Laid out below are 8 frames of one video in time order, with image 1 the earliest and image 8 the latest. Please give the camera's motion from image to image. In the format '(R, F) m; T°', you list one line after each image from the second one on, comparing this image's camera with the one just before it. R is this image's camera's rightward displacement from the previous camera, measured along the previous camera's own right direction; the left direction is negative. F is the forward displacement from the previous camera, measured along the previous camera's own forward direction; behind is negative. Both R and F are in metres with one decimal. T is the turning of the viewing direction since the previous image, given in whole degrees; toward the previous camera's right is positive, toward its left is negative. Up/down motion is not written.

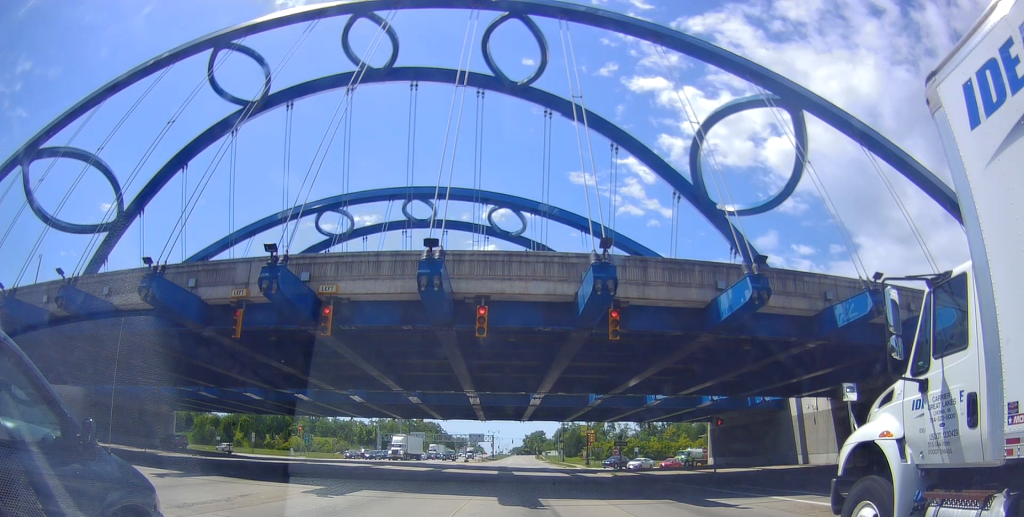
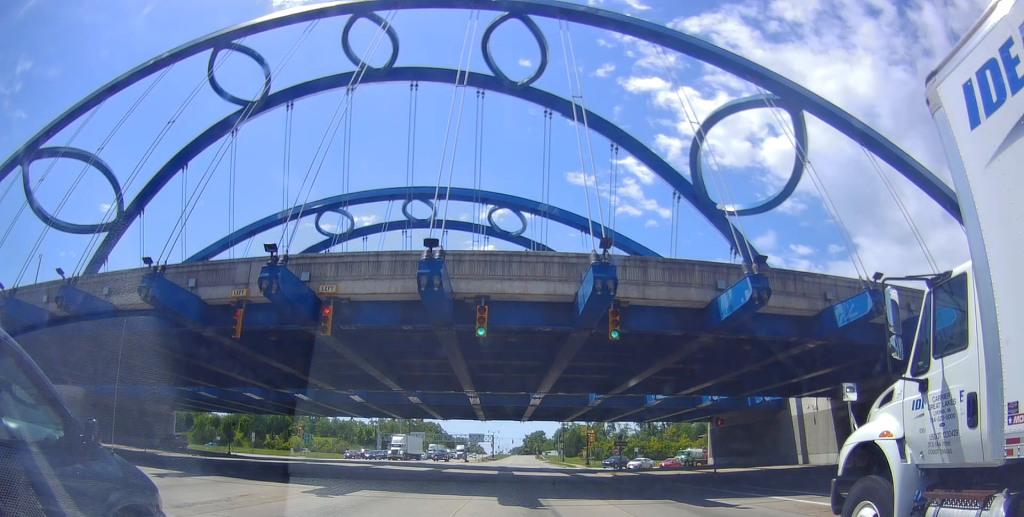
(+0.1, +0.3) m; 0°
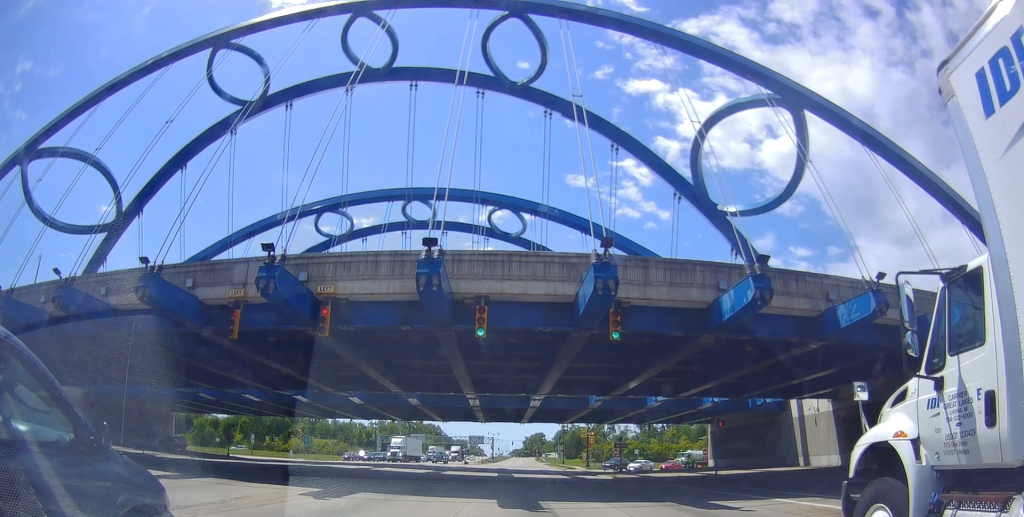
(0.0, 0.0) m; 0°
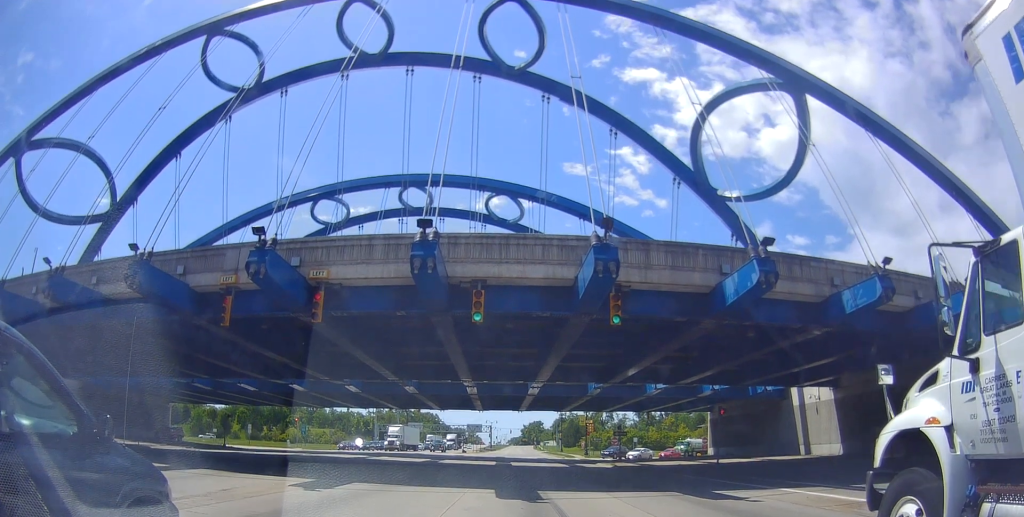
(0.0, 0.0) m; 0°
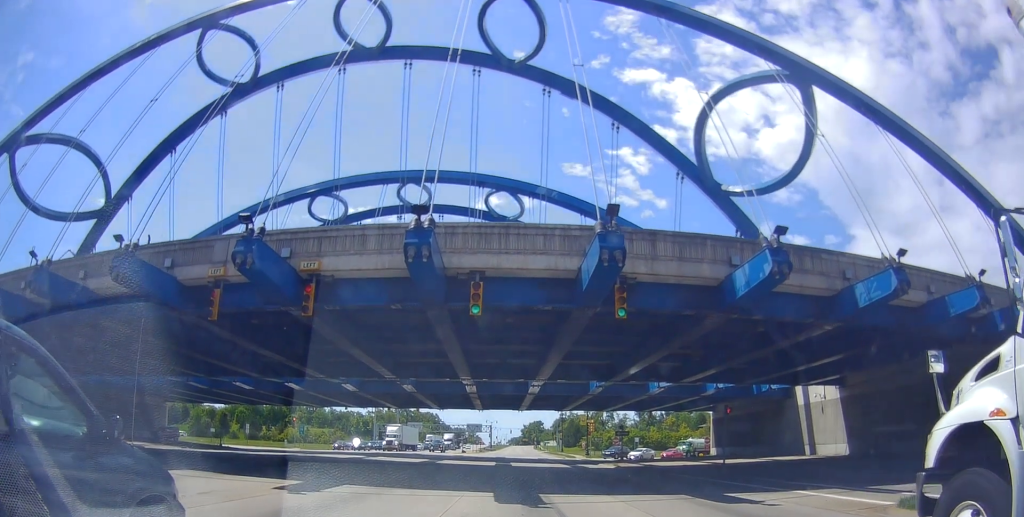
(0.0, +0.1) m; 0°
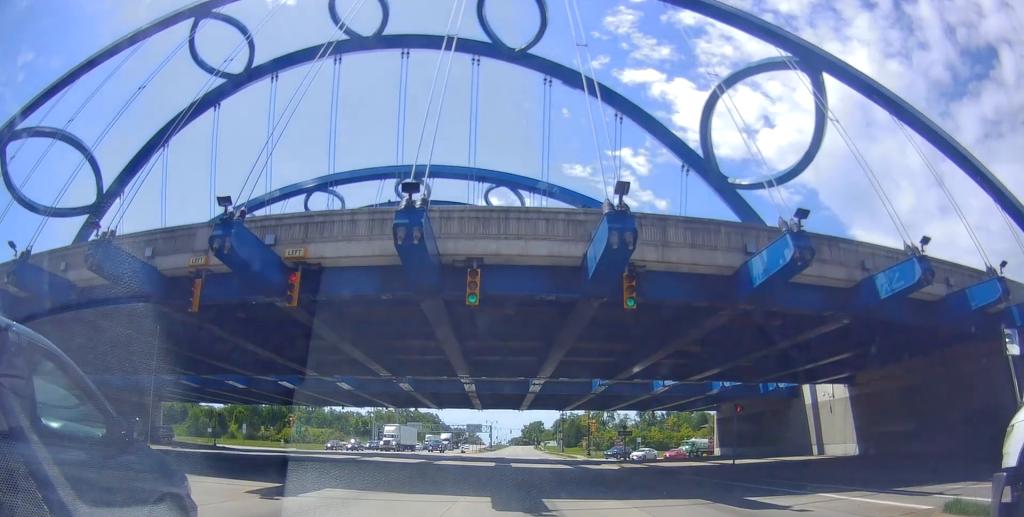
(0.0, +0.3) m; 0°
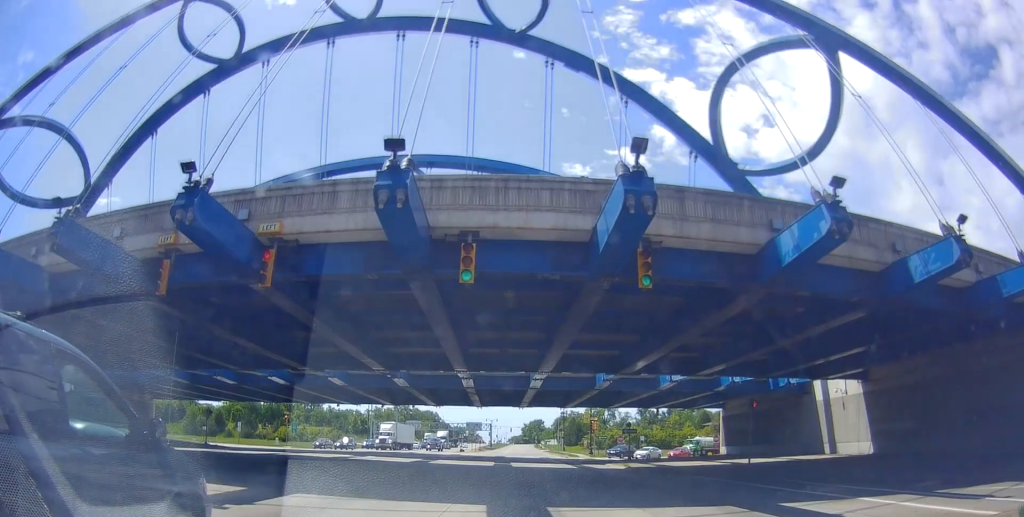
(-0.1, +0.5) m; 0°
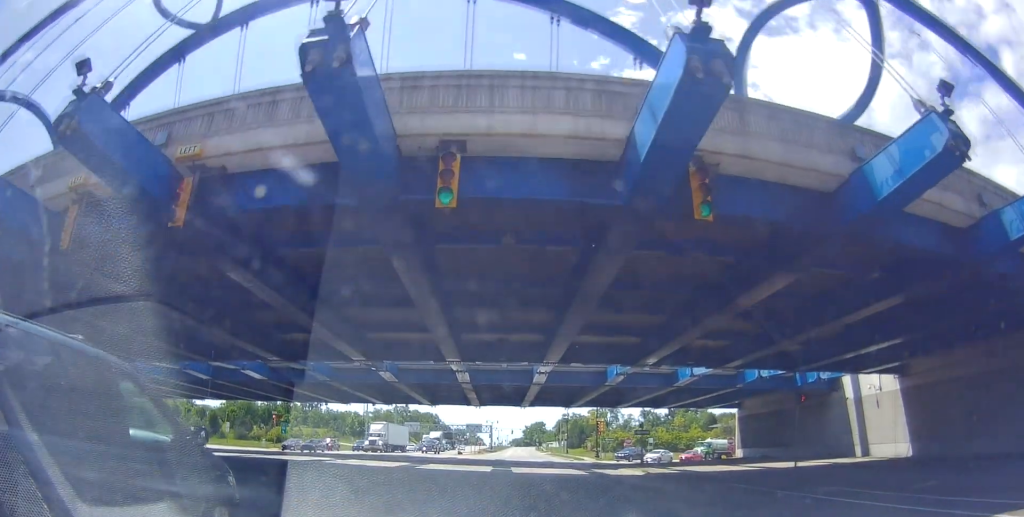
(-0.2, +1.5) m; +1°
